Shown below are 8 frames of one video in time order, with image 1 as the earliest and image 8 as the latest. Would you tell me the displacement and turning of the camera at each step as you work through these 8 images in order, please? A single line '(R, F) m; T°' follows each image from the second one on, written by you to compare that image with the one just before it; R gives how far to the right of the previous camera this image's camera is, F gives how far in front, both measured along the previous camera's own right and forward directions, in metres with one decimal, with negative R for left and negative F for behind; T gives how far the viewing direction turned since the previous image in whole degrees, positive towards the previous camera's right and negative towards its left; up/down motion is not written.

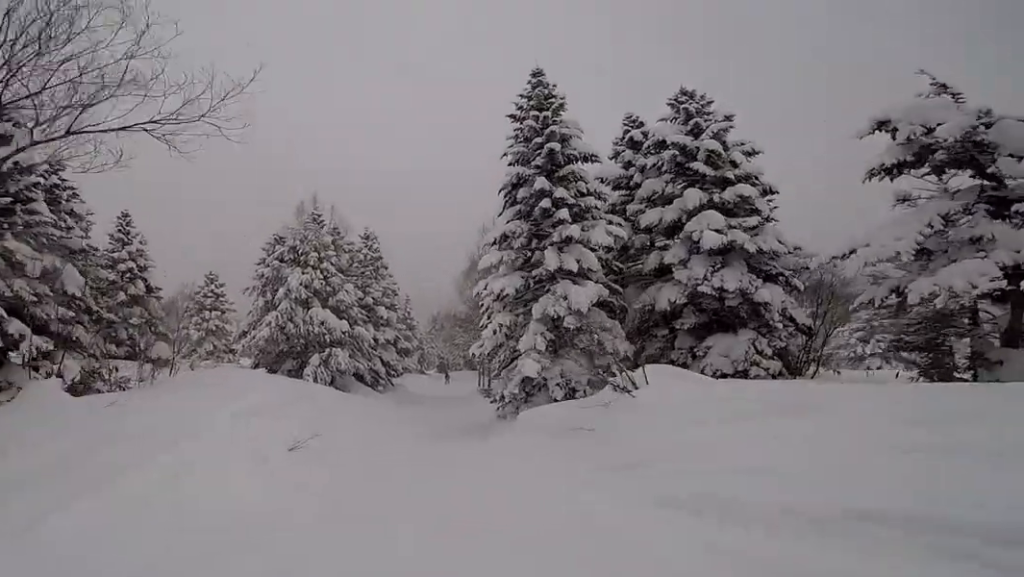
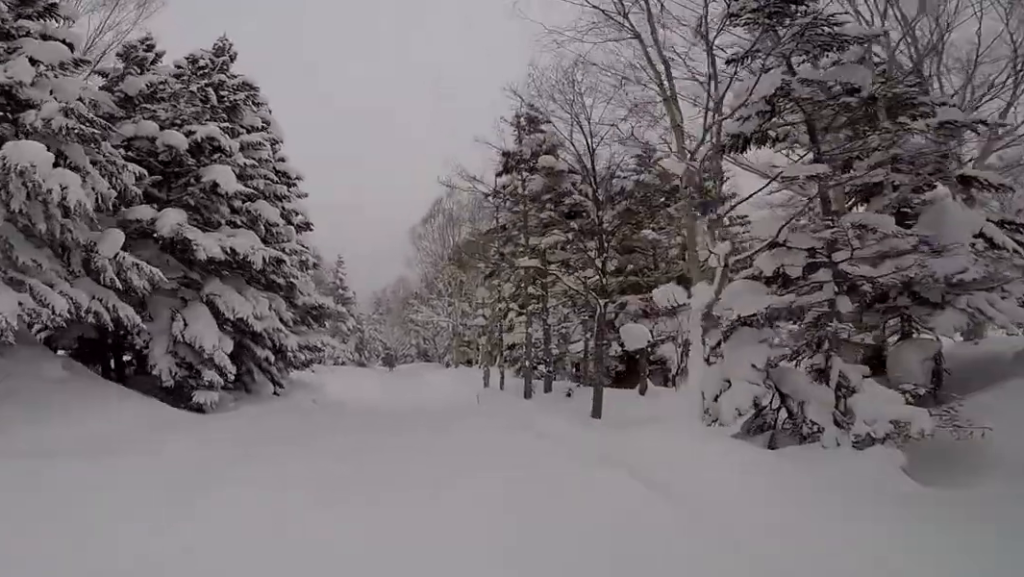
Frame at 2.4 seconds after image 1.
(0.0, +20.6) m; 0°
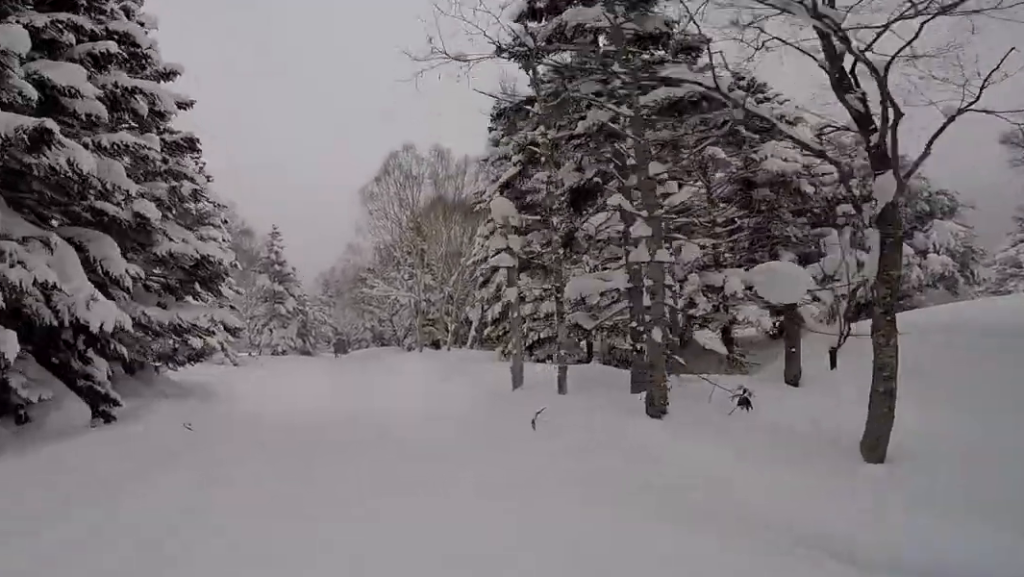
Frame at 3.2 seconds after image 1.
(0.0, +7.4) m; 0°
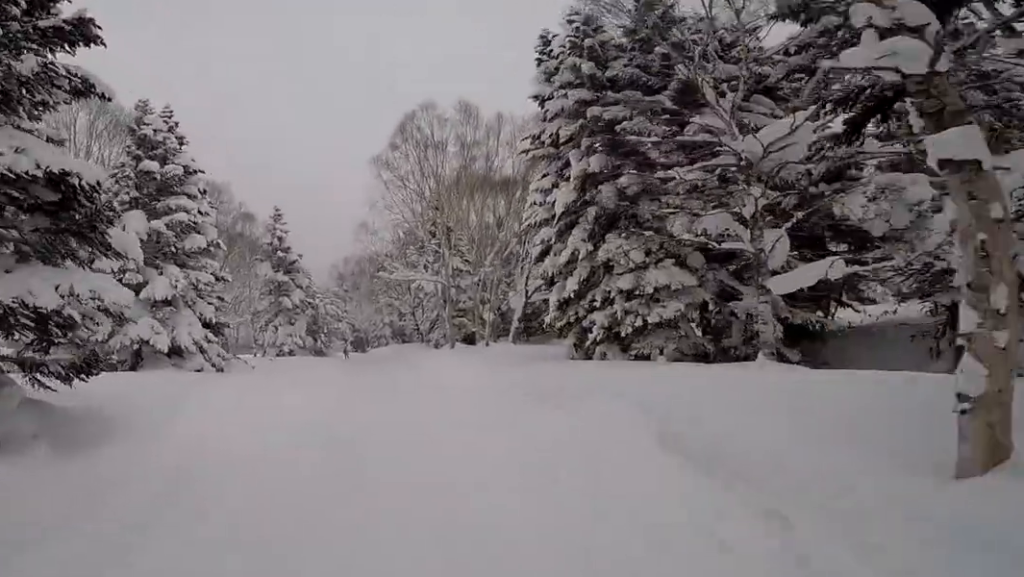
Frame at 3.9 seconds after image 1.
(0.0, +6.0) m; 0°
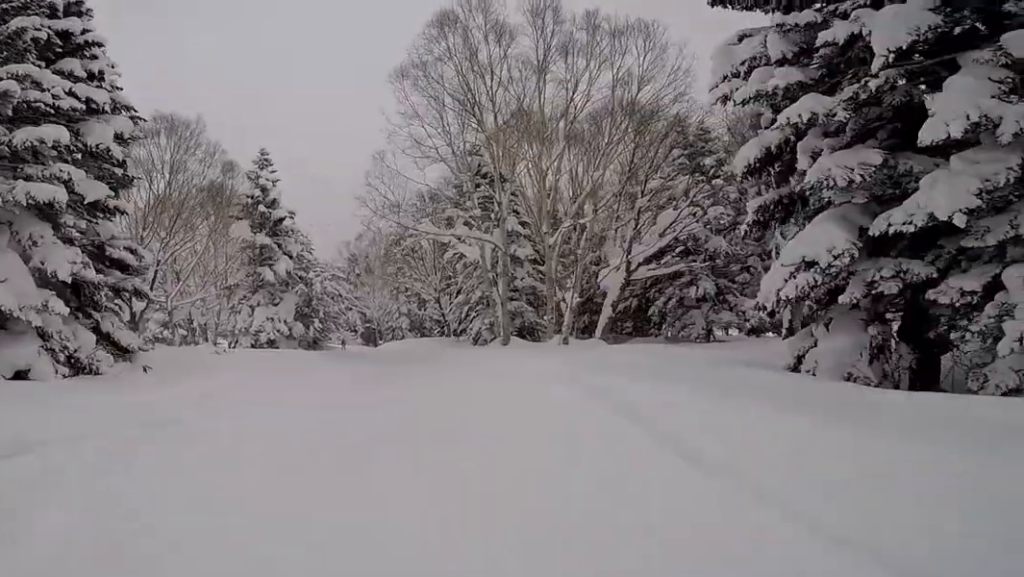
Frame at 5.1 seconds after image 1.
(0.0, +10.0) m; 0°
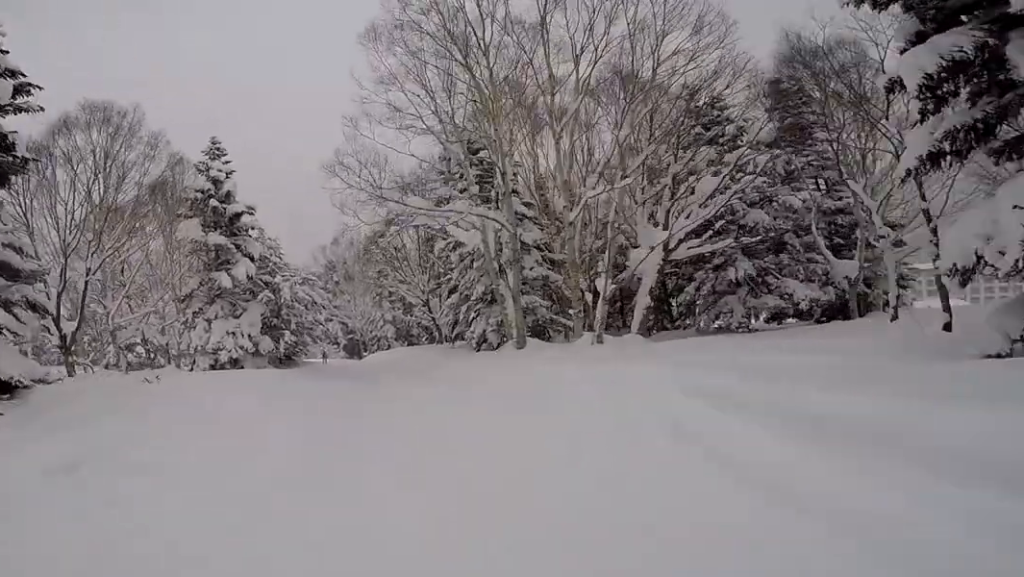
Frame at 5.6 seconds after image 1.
(0.0, +3.9) m; 0°
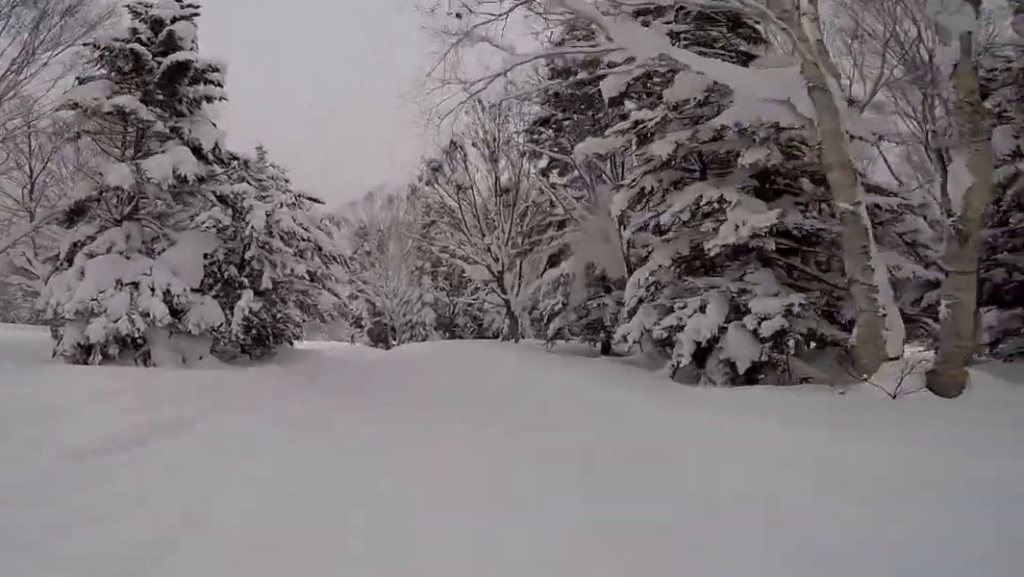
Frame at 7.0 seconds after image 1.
(0.0, +11.8) m; -5°
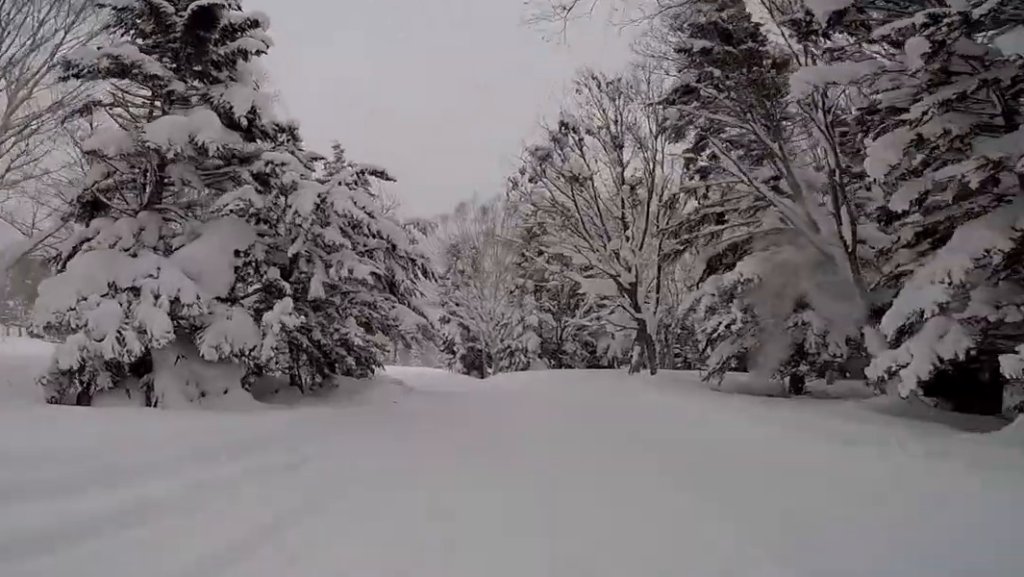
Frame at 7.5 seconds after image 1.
(+0.3, +3.9) m; -5°
